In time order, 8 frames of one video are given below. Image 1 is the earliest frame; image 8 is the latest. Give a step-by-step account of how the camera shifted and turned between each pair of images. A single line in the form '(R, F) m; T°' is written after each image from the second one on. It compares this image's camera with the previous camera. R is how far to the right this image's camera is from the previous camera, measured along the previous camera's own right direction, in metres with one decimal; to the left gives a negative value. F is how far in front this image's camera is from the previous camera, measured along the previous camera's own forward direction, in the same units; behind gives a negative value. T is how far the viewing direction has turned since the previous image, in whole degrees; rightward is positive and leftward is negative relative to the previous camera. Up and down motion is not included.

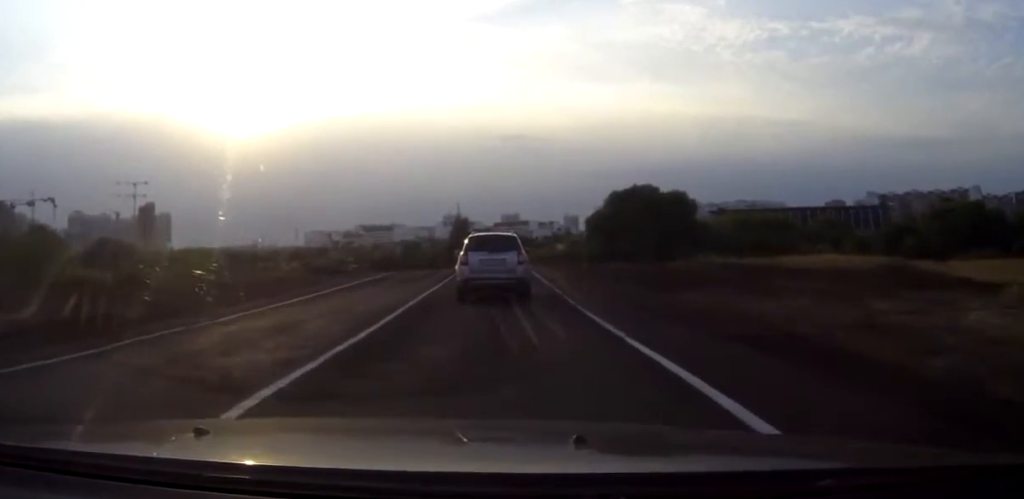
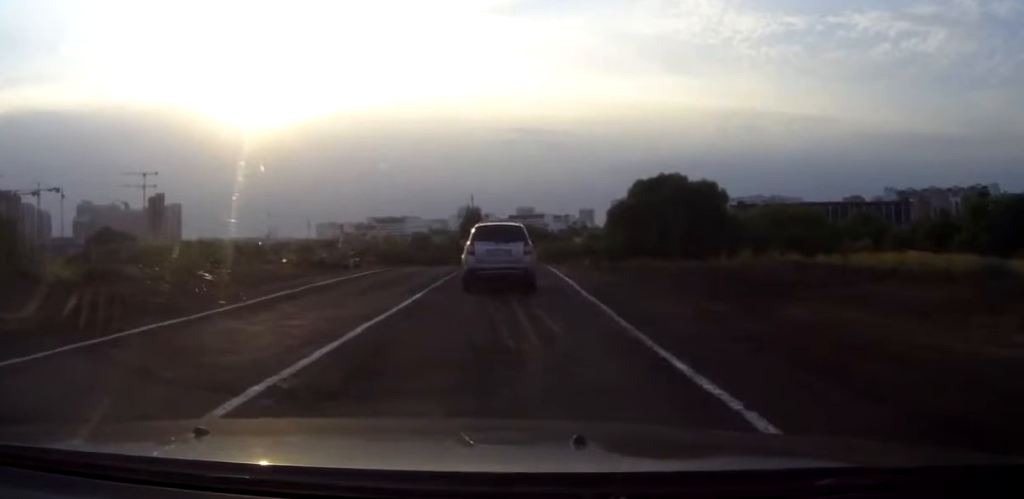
(-0.1, +10.2) m; -1°
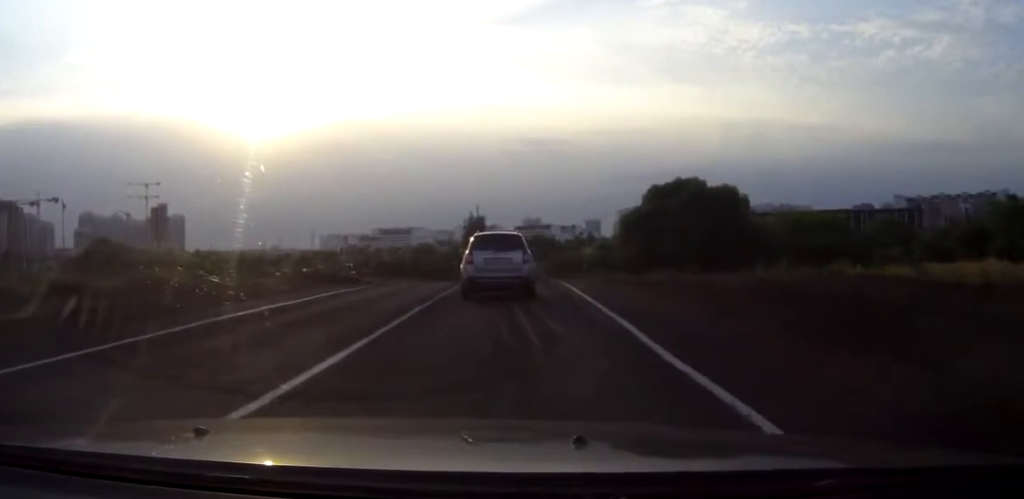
(-0.1, +8.4) m; 0°
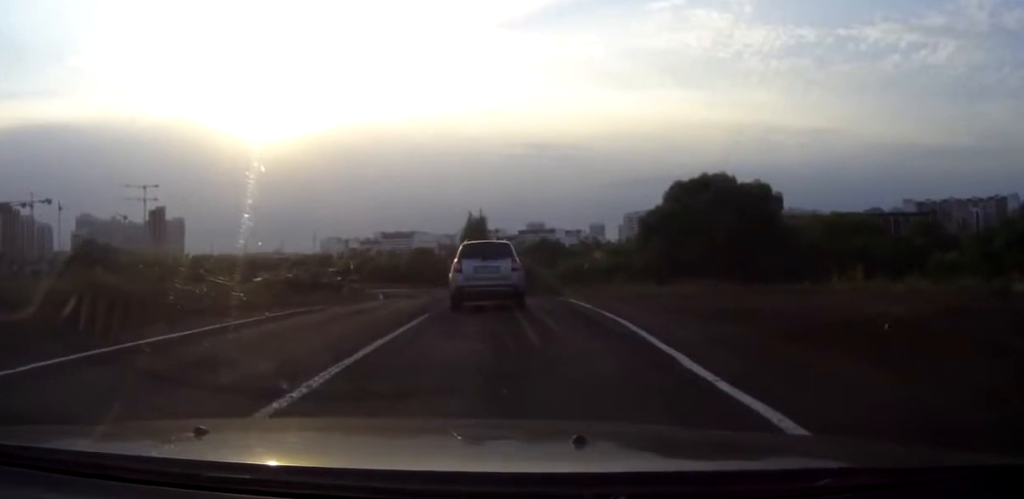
(0.0, +13.2) m; 0°
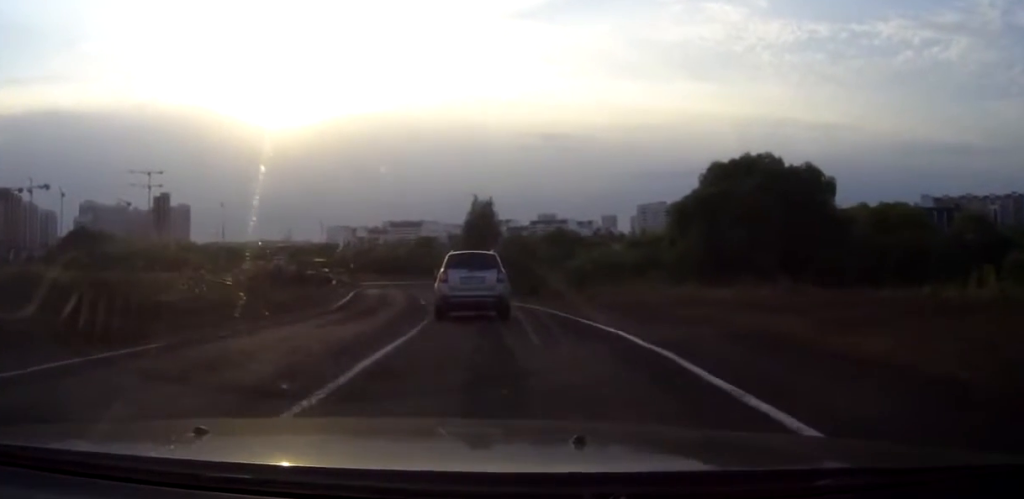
(-0.1, +13.9) m; -1°
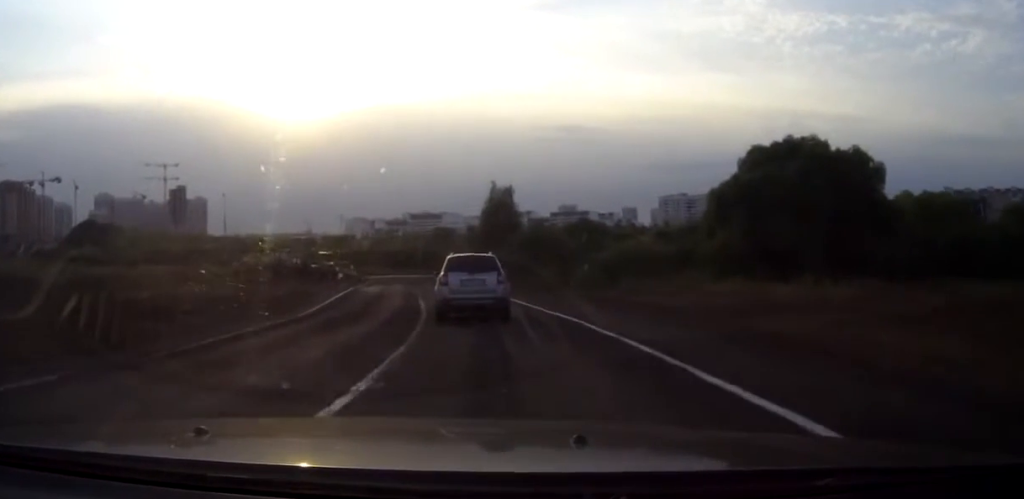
(-0.1, +8.2) m; -1°
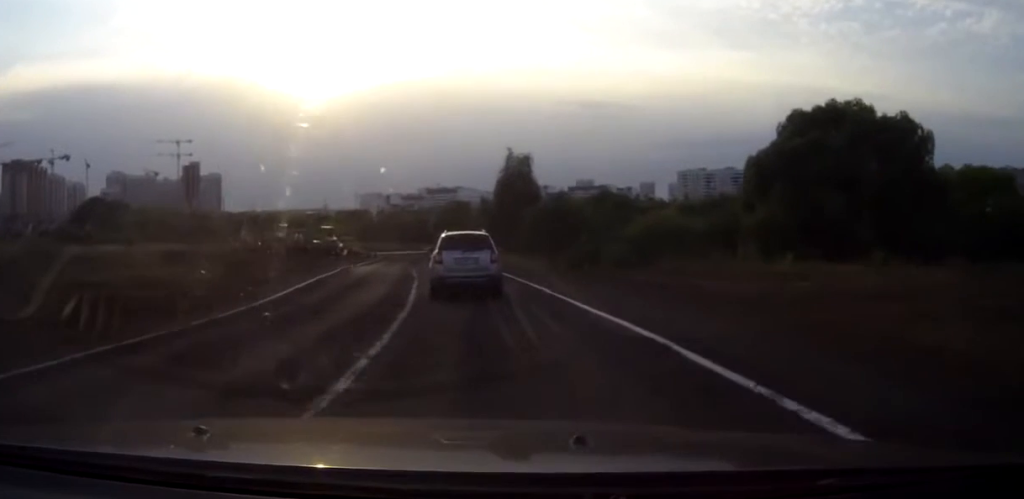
(-0.1, +6.9) m; -1°
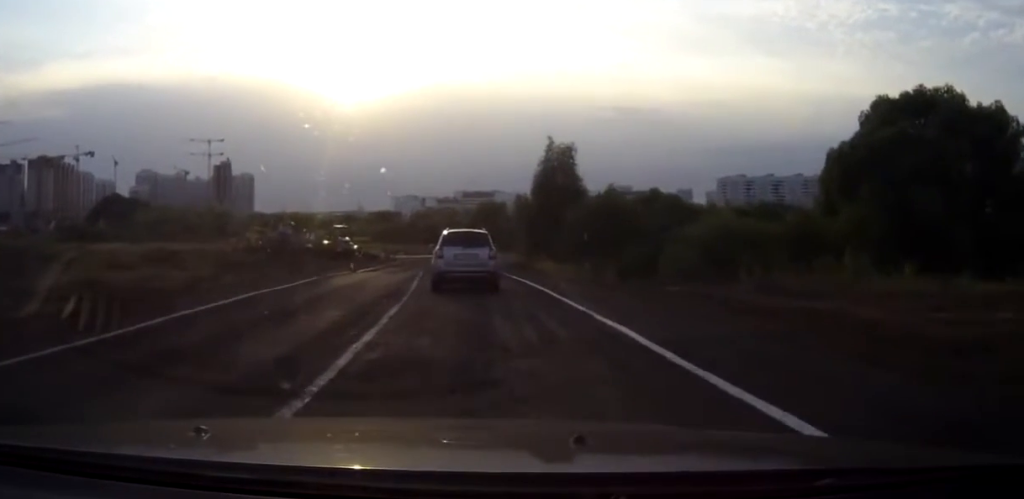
(-0.2, +11.2) m; -2°
